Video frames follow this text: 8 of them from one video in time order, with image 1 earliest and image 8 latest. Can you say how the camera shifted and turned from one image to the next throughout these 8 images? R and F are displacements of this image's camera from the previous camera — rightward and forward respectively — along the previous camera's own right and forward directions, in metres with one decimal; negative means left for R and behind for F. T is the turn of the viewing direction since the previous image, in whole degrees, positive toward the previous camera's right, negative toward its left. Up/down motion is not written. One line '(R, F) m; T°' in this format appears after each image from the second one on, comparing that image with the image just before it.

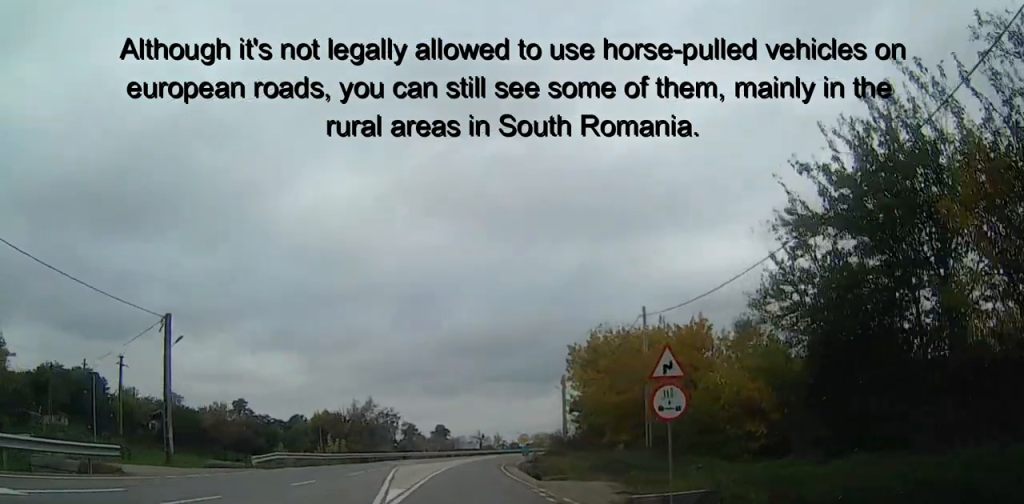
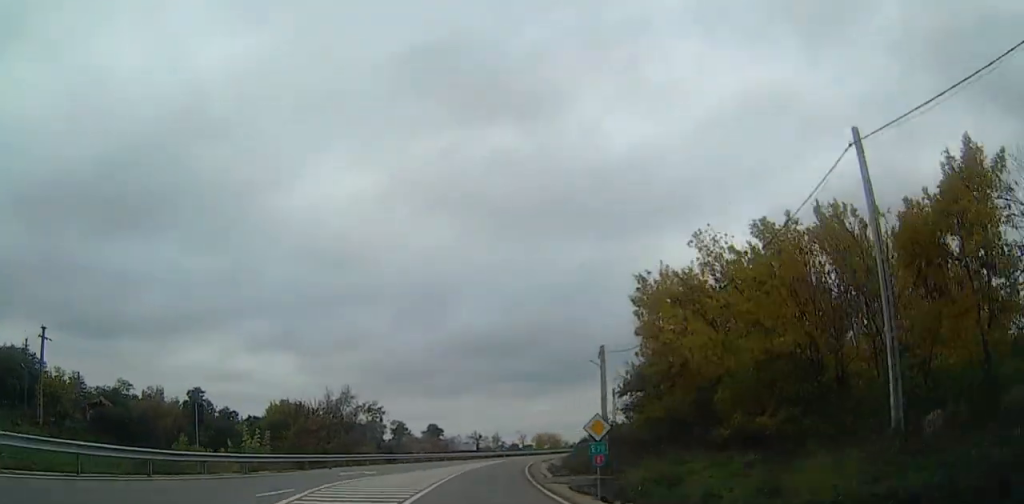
(-0.2, +22.5) m; +2°
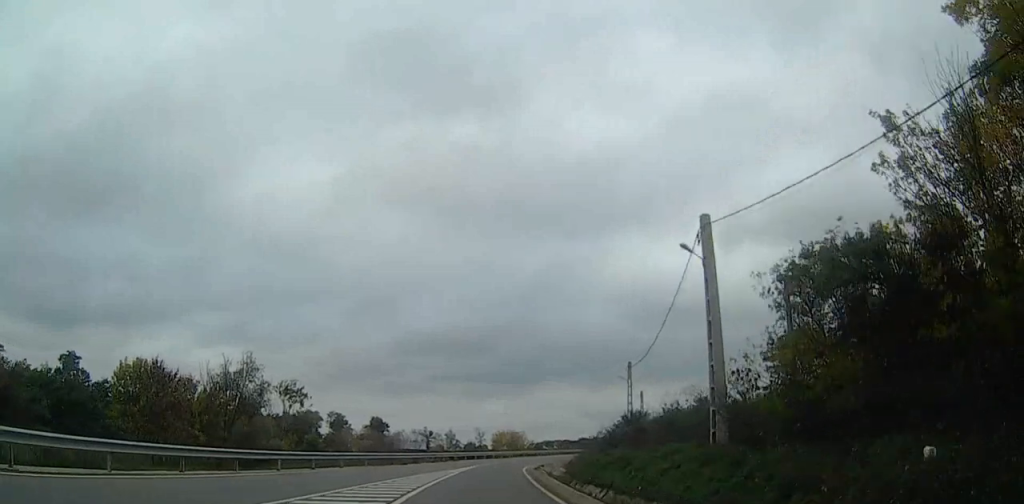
(+2.0, +30.3) m; +6°
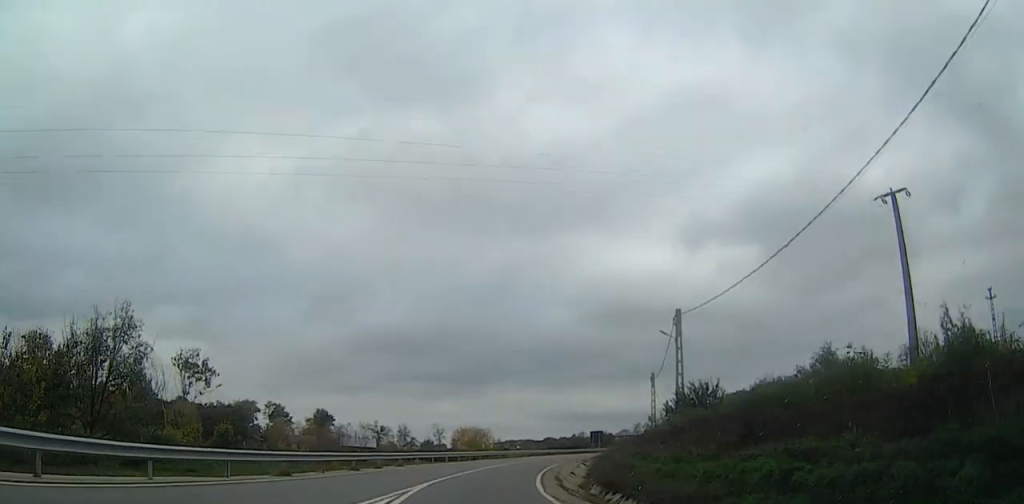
(-0.4, +23.8) m; +1°
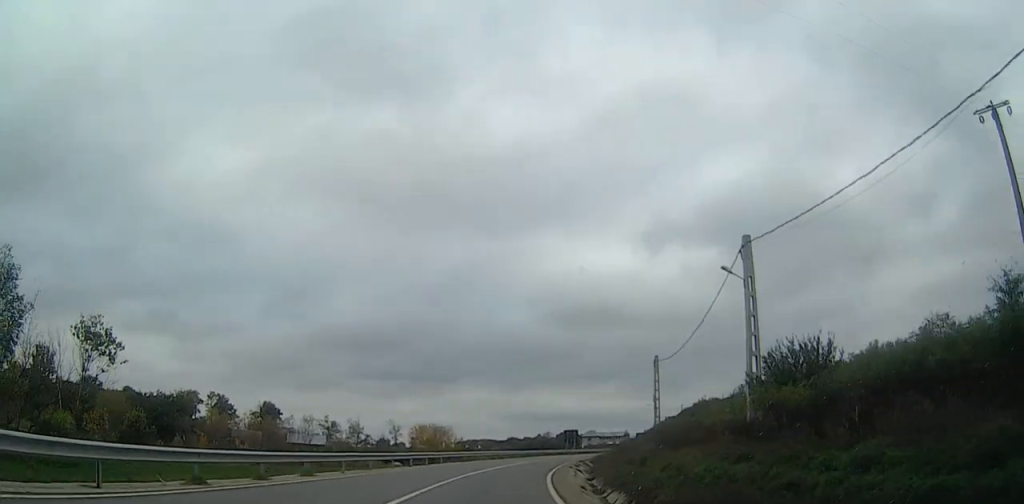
(+0.2, +14.5) m; +3°
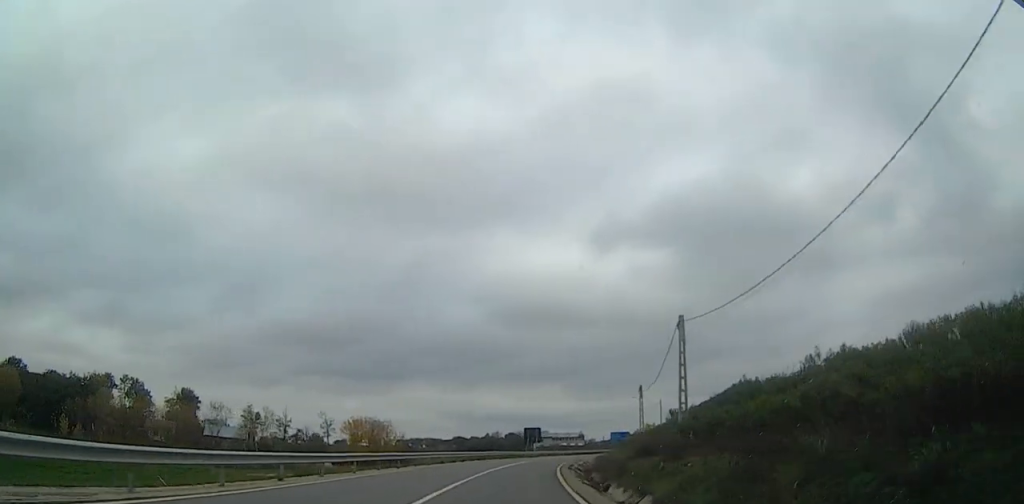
(+1.1, +19.4) m; +5°
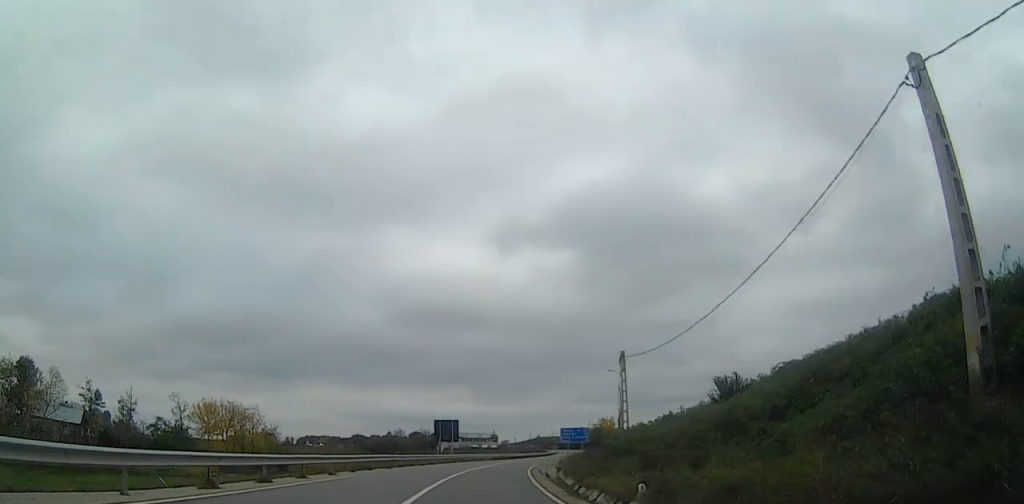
(+2.0, +31.4) m; +7°
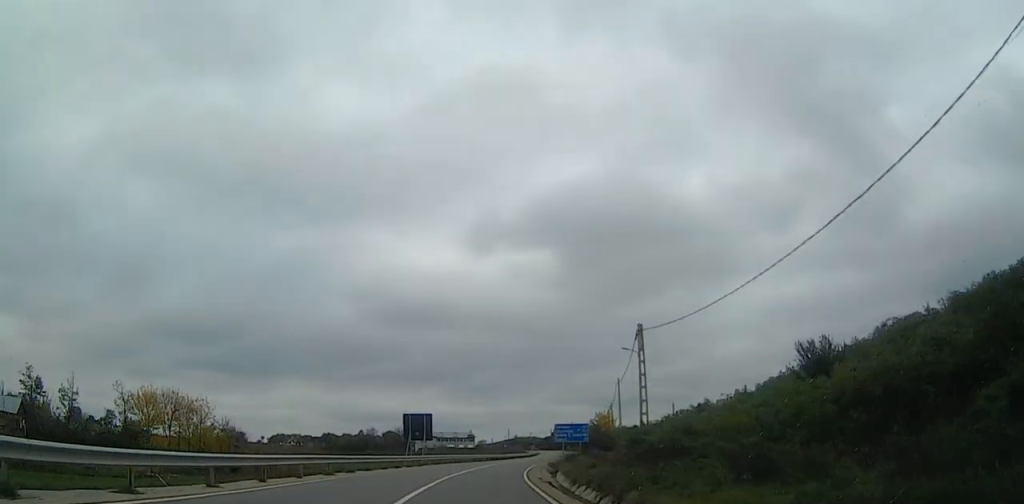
(+0.5, +11.4) m; +2°
